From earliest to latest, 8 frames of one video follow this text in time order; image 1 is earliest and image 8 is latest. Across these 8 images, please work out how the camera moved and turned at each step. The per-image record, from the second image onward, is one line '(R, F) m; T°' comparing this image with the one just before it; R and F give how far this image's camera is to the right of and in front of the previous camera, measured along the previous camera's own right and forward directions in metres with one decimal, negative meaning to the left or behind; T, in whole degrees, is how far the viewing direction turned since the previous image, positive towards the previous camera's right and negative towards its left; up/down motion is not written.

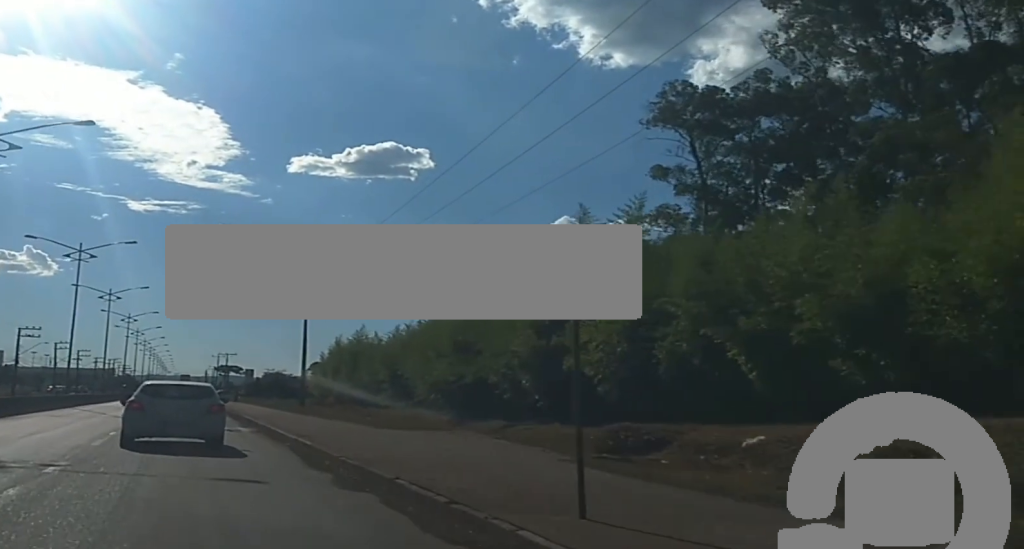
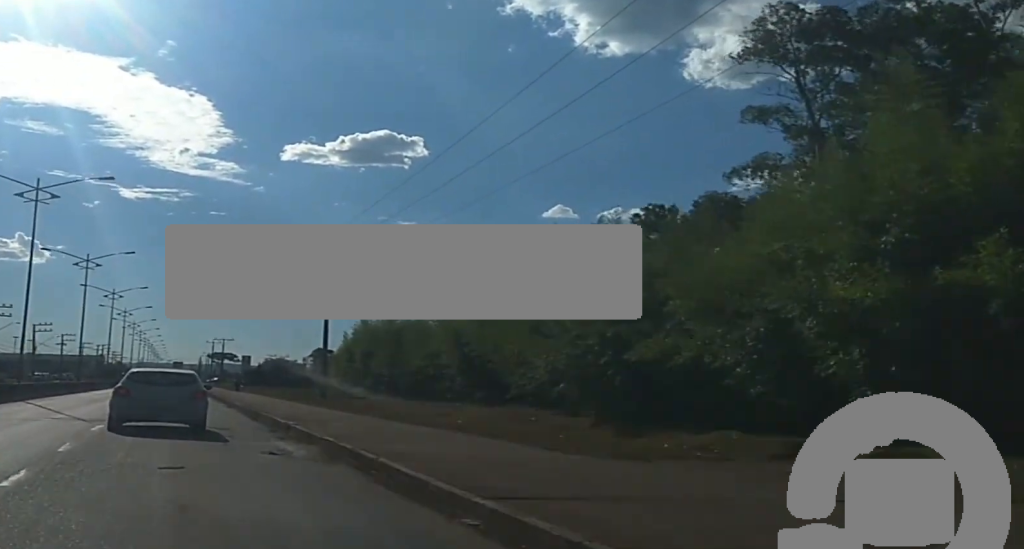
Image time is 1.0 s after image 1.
(-0.3, +15.4) m; -2°
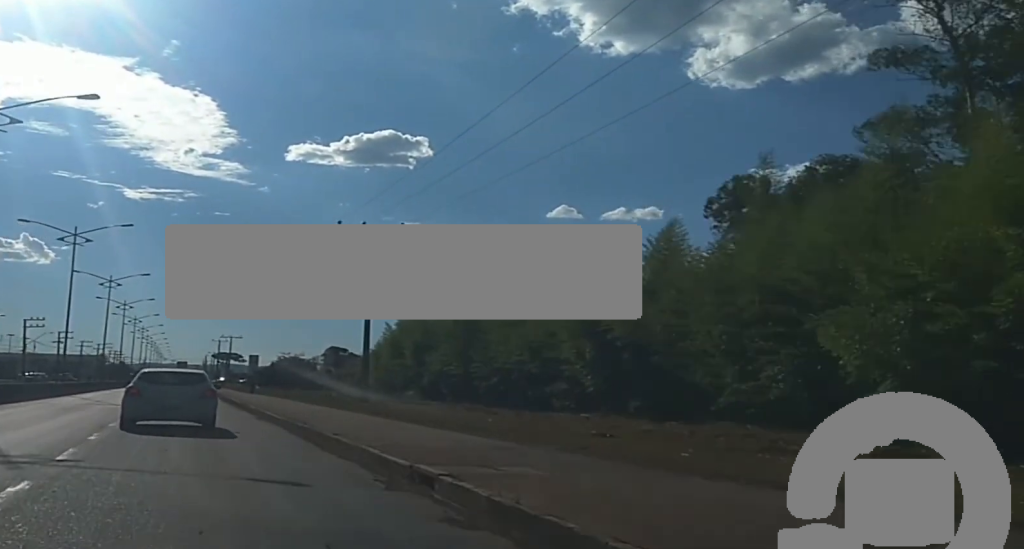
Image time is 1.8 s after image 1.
(-0.1, +12.8) m; +1°
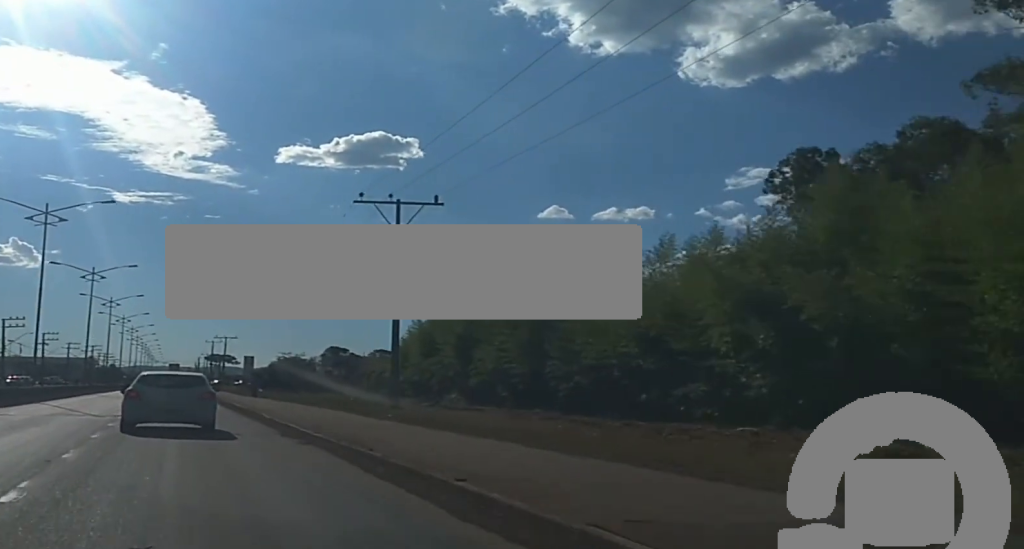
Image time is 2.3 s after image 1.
(0.0, +8.7) m; +1°
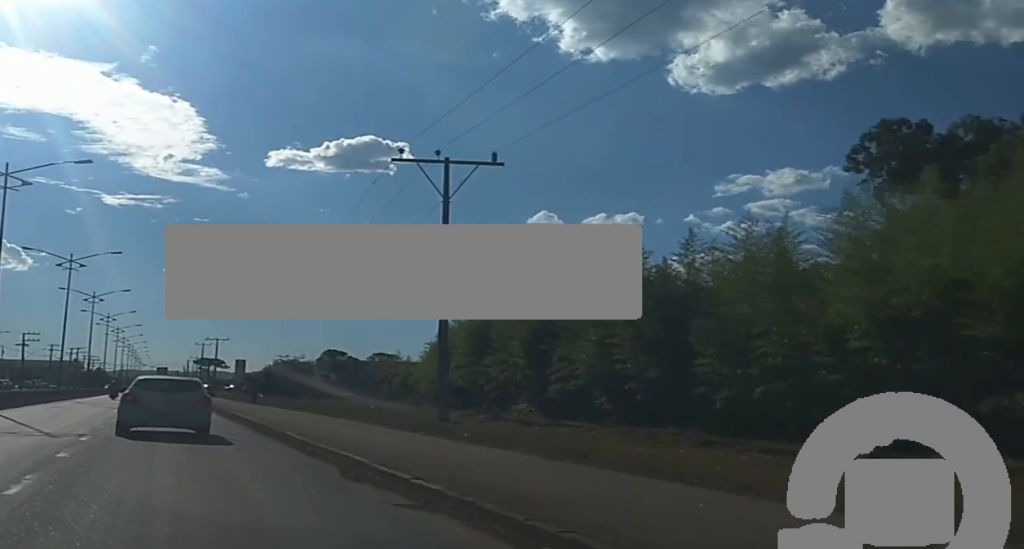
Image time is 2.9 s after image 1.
(+0.2, +9.4) m; +1°
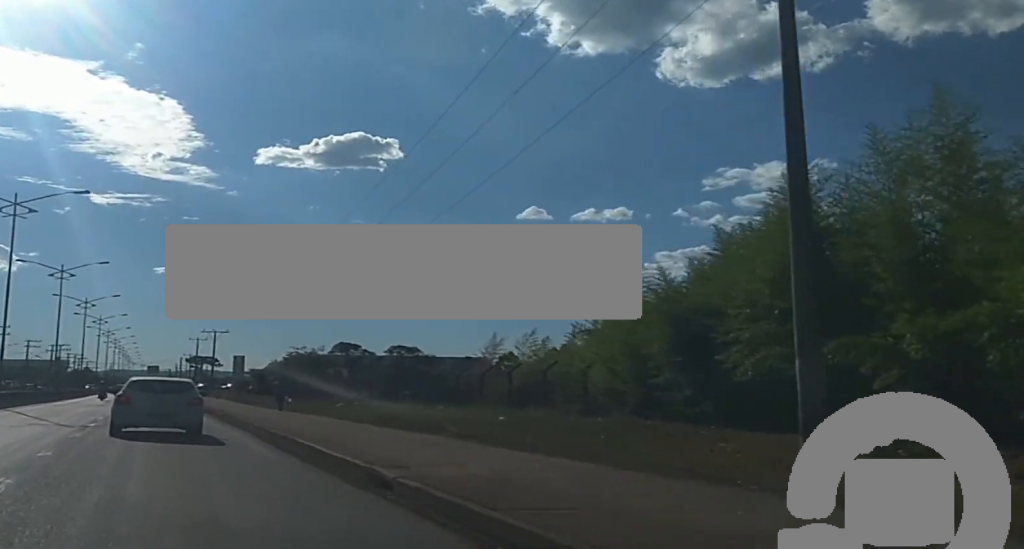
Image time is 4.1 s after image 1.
(+0.1, +20.9) m; -1°
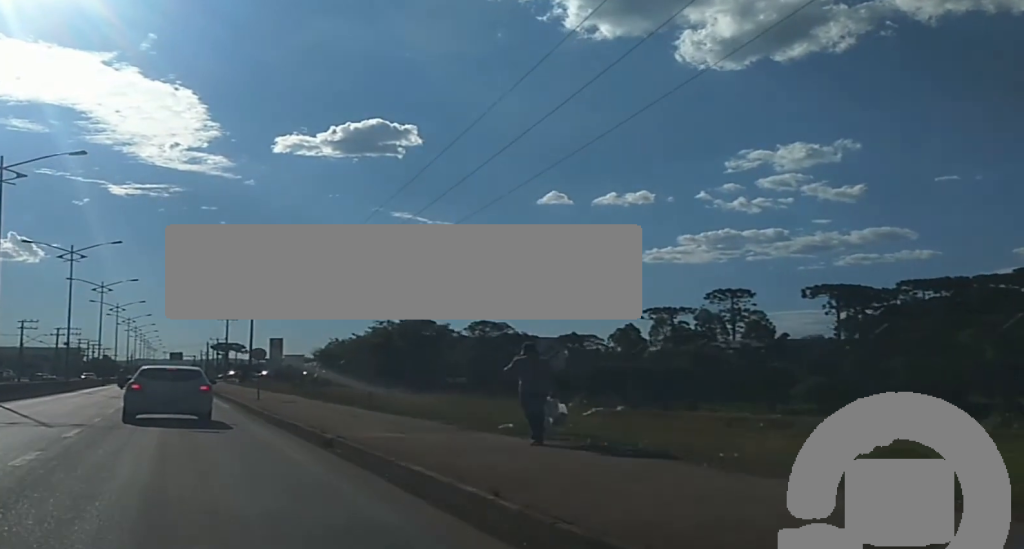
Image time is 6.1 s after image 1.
(+0.3, +33.4) m; 0°
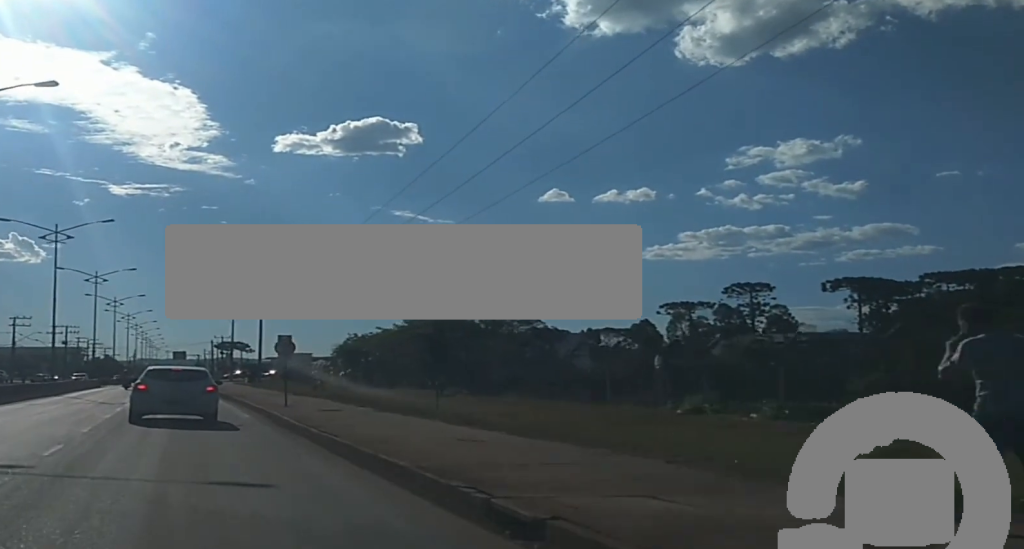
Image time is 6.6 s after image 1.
(-0.2, +9.6) m; 0°
